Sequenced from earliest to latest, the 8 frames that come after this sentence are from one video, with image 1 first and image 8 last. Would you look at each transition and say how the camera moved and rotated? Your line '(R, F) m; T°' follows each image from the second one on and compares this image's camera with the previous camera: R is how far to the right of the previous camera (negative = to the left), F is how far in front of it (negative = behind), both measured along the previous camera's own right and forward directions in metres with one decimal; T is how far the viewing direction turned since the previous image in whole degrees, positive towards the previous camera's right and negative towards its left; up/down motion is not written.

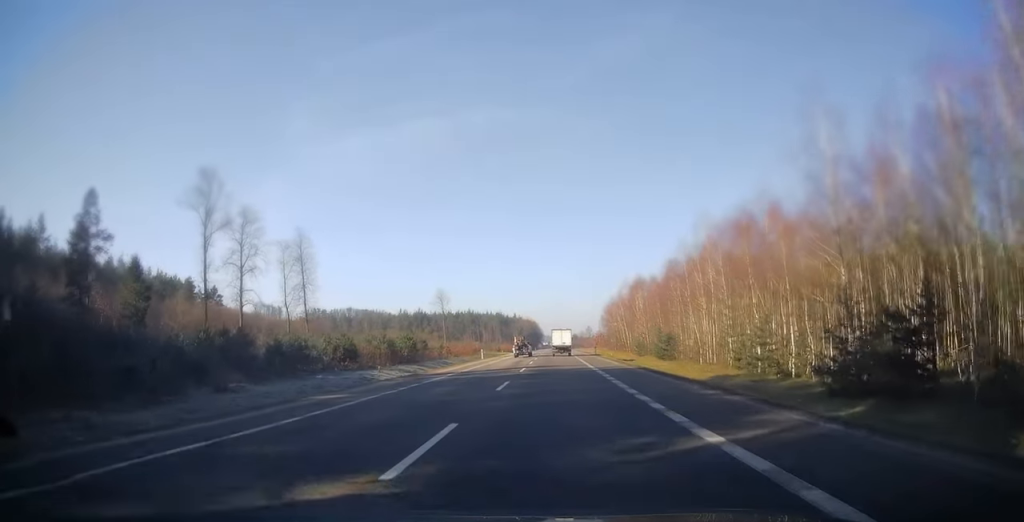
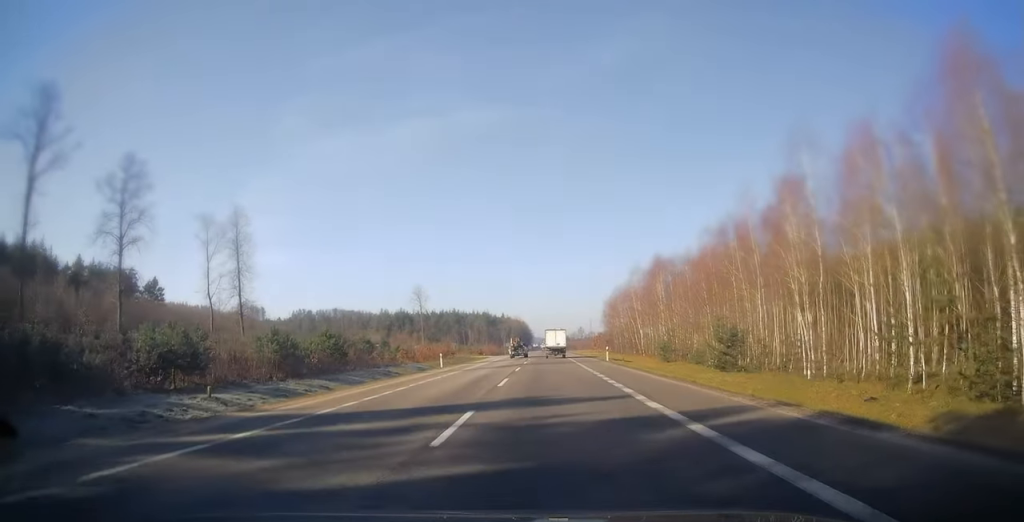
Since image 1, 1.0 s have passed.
(0.0, +22.4) m; 0°
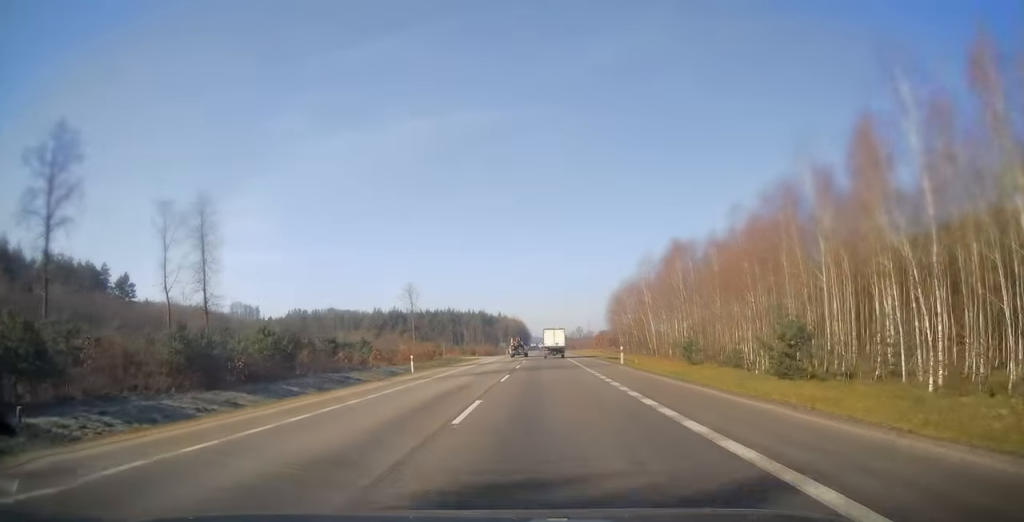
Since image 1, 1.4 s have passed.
(+0.1, +10.0) m; 0°
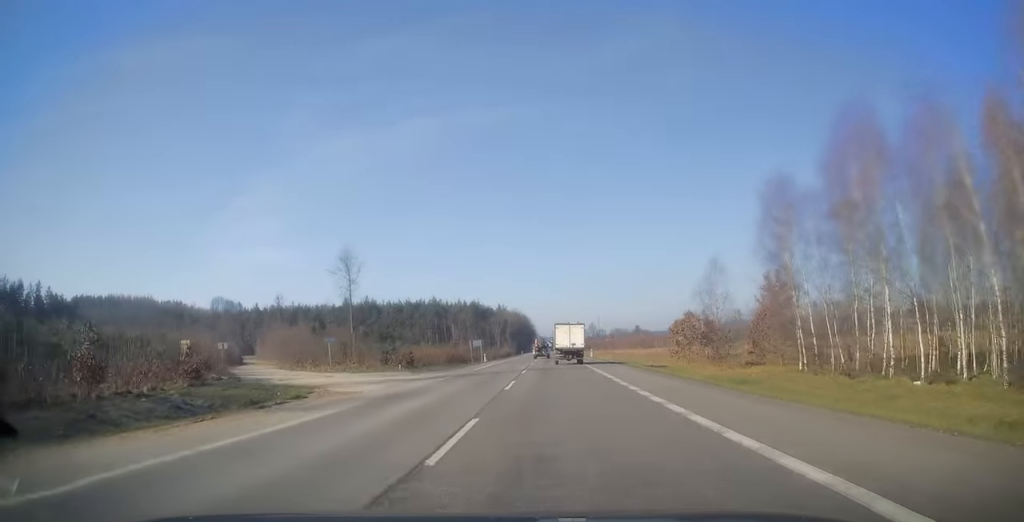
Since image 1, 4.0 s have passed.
(+0.5, +65.0) m; 0°
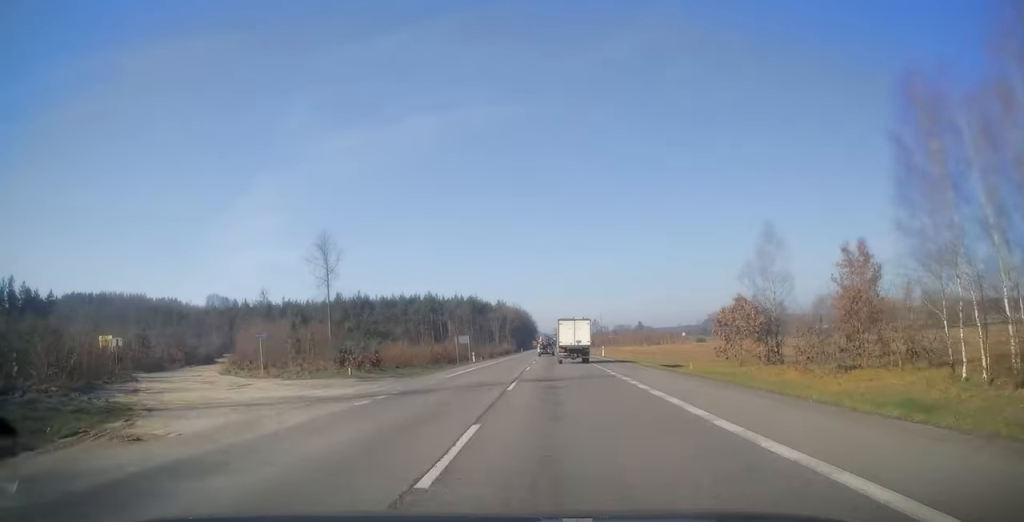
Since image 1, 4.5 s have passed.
(-0.1, +13.4) m; 0°
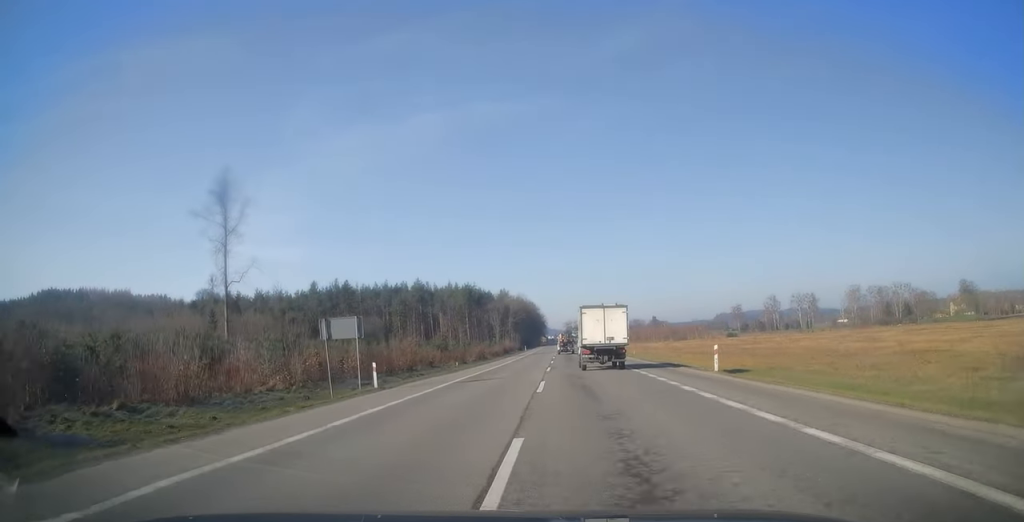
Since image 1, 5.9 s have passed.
(-0.3, +38.3) m; -1°
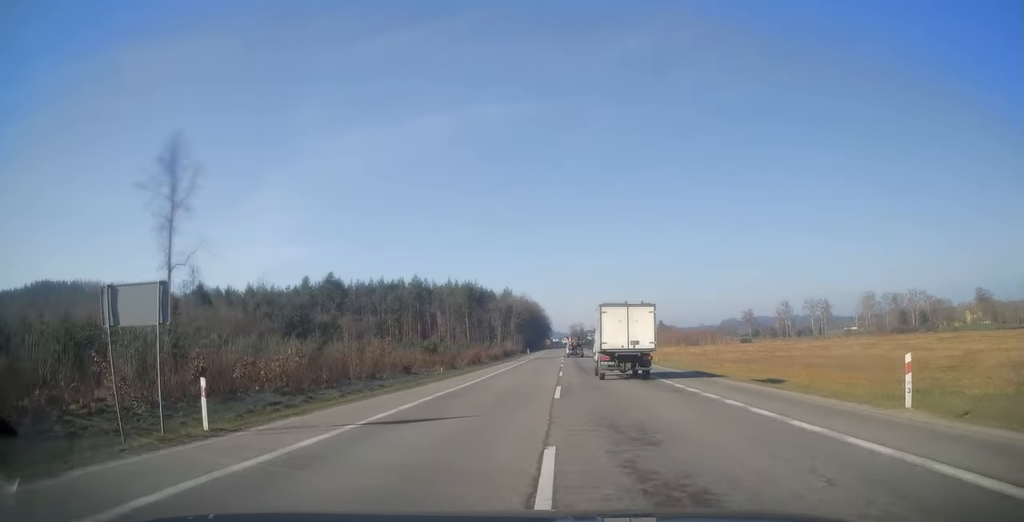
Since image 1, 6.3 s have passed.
(-0.1, +12.5) m; 0°
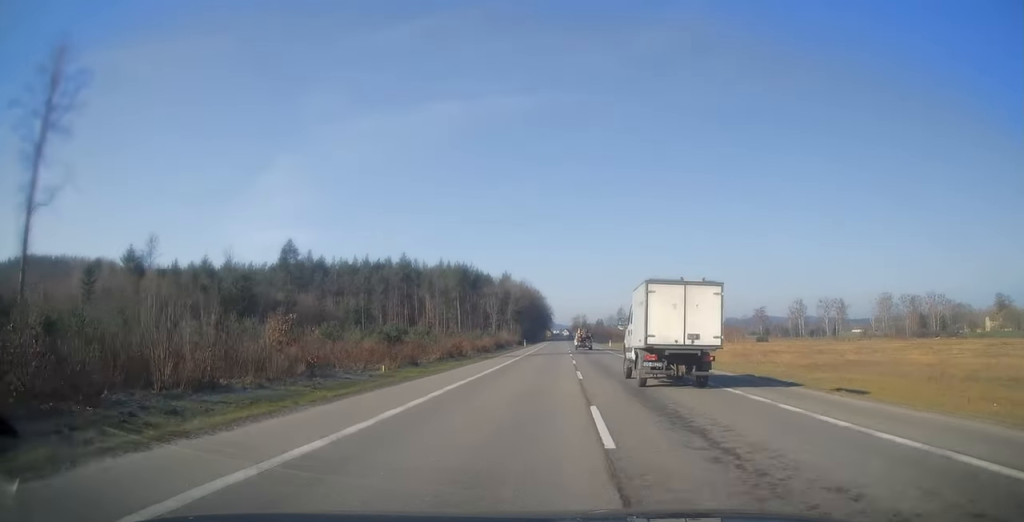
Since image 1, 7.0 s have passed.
(-0.3, +19.6) m; 0°
